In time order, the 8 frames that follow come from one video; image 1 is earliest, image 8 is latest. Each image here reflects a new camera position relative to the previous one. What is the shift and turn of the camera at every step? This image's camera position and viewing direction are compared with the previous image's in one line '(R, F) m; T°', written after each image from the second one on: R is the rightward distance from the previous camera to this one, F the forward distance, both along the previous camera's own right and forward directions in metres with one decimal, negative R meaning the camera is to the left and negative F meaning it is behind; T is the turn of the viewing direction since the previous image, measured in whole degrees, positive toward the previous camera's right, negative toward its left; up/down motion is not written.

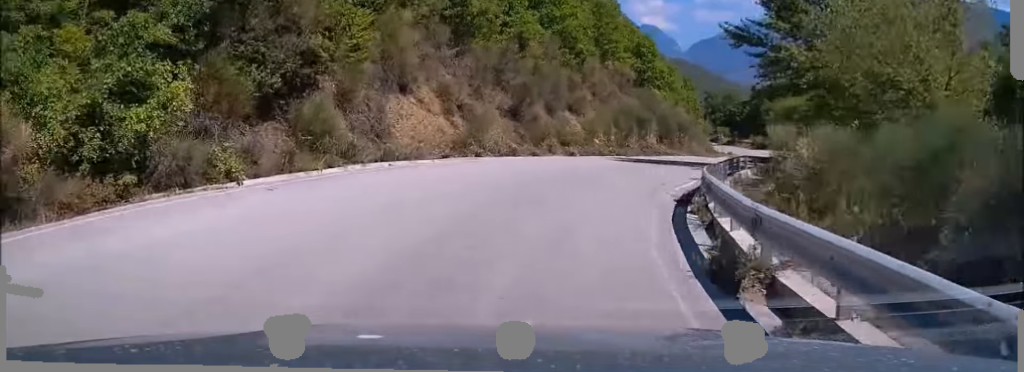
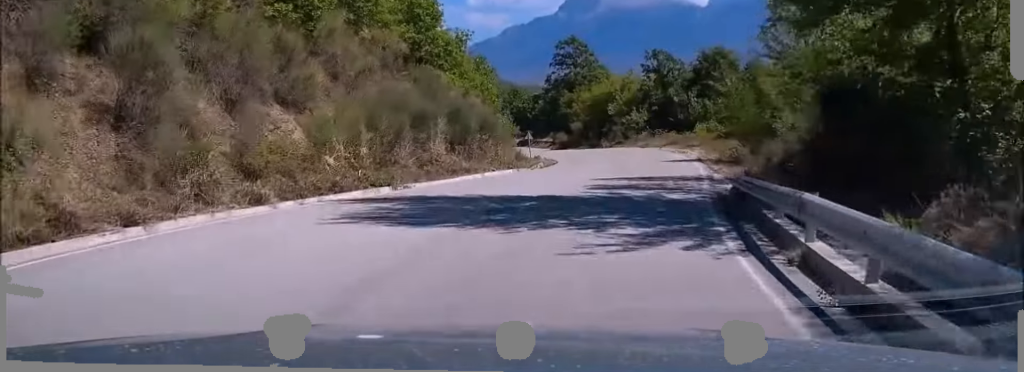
(+3.7, +20.0) m; +17°
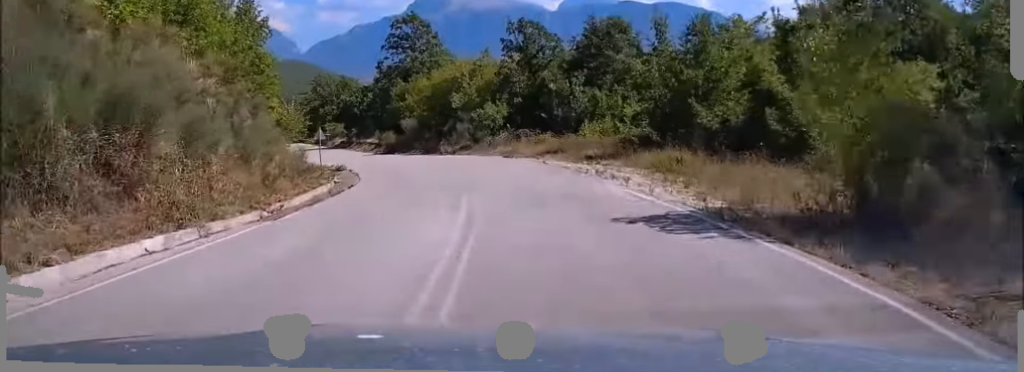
(+2.7, +22.0) m; +10°
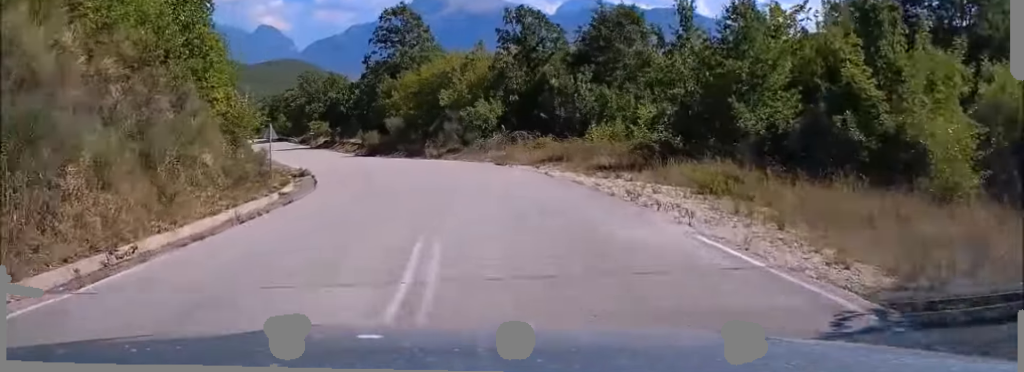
(+0.1, +6.5) m; 0°
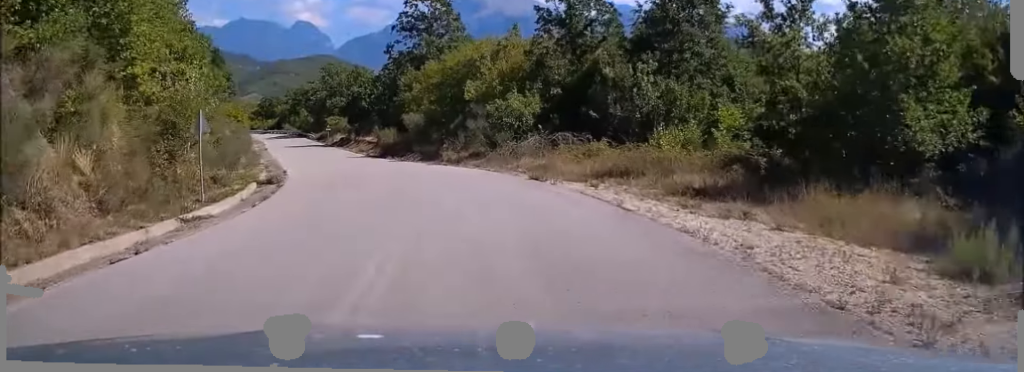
(+0.3, +9.2) m; -3°
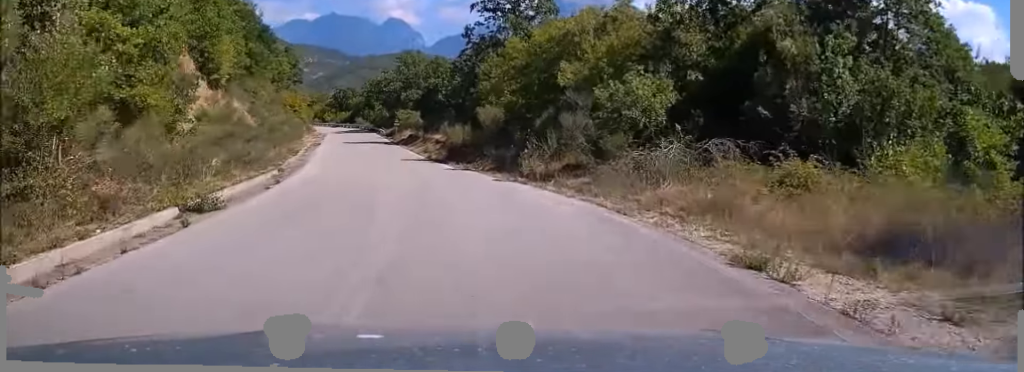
(-0.7, +12.0) m; -6°
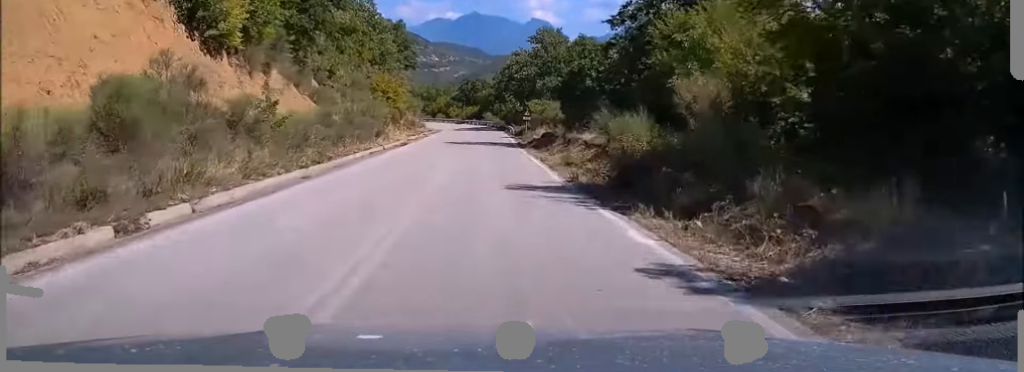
(-2.4, +22.1) m; -11°
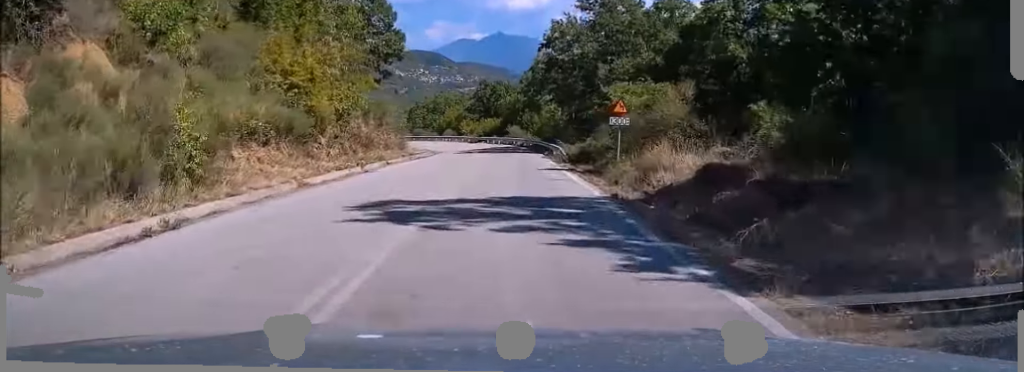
(-2.2, +32.9) m; -5°
